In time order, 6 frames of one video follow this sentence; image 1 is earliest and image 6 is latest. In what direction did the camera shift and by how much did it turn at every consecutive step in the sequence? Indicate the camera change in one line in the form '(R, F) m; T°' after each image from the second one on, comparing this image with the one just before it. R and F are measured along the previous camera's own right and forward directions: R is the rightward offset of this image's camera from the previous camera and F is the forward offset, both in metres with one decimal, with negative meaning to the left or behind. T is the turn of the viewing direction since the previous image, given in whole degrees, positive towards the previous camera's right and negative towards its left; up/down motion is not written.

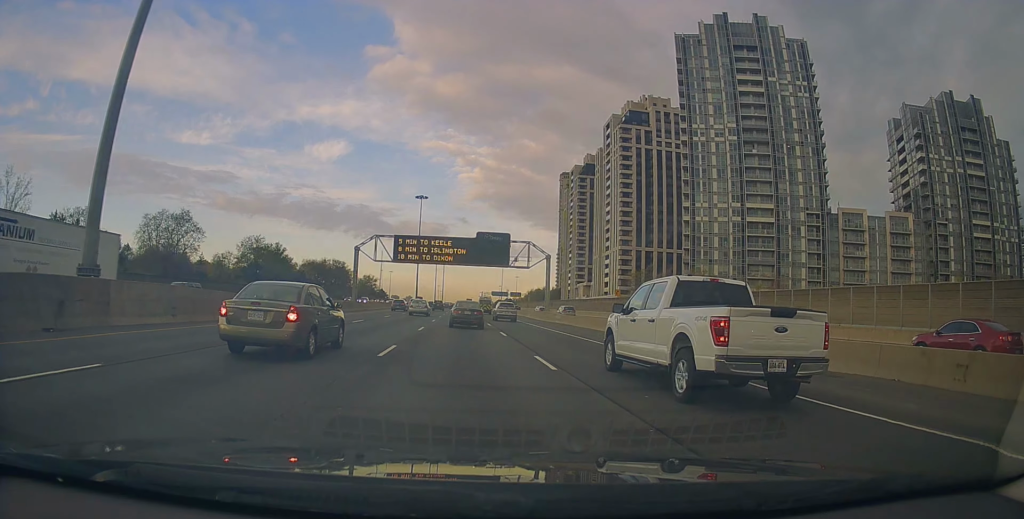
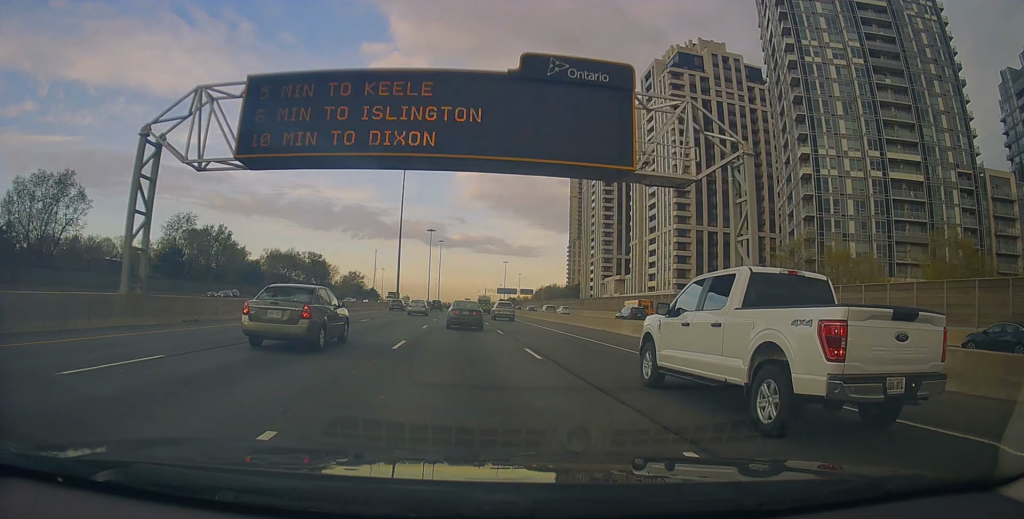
(+0.3, +46.8) m; +1°
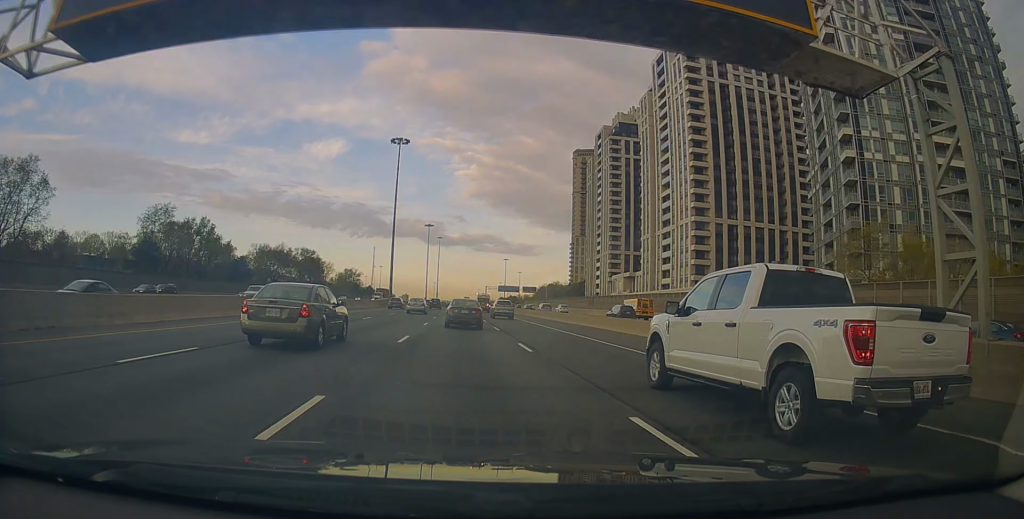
(+0.1, +10.5) m; 0°
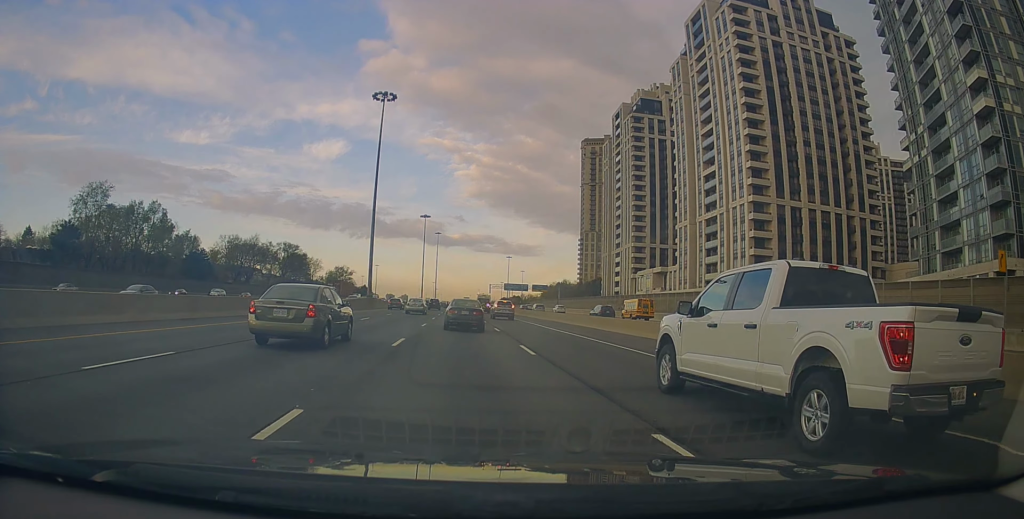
(-0.2, +24.9) m; -2°
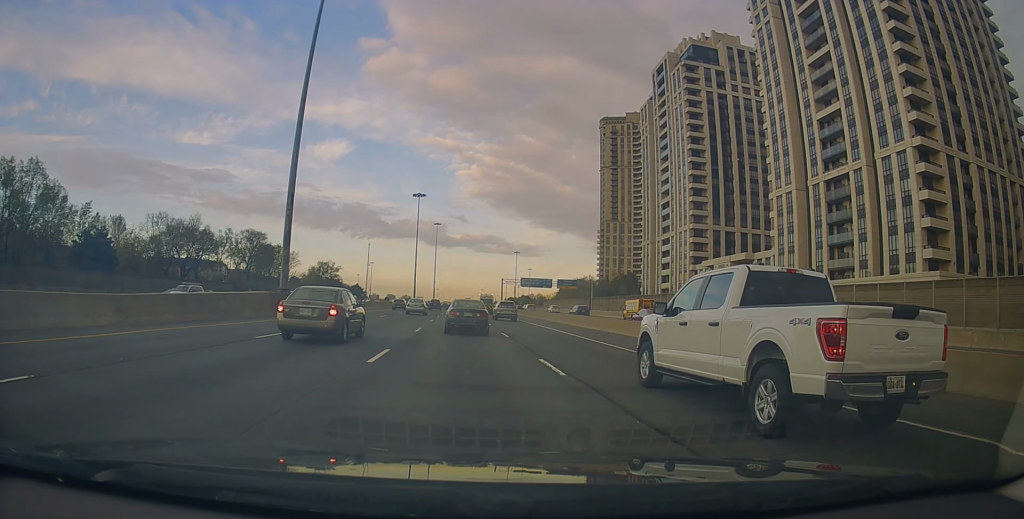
(+0.5, +41.8) m; +1°
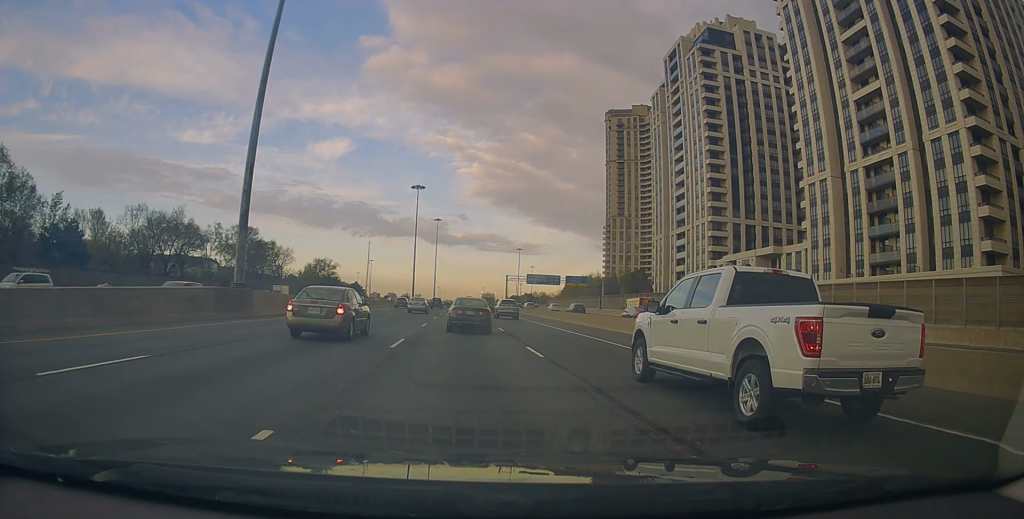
(-0.1, +8.7) m; 0°
